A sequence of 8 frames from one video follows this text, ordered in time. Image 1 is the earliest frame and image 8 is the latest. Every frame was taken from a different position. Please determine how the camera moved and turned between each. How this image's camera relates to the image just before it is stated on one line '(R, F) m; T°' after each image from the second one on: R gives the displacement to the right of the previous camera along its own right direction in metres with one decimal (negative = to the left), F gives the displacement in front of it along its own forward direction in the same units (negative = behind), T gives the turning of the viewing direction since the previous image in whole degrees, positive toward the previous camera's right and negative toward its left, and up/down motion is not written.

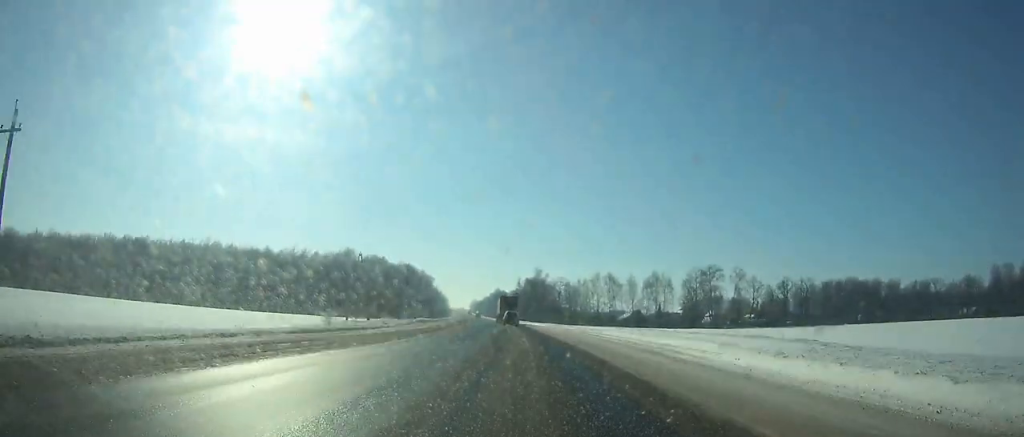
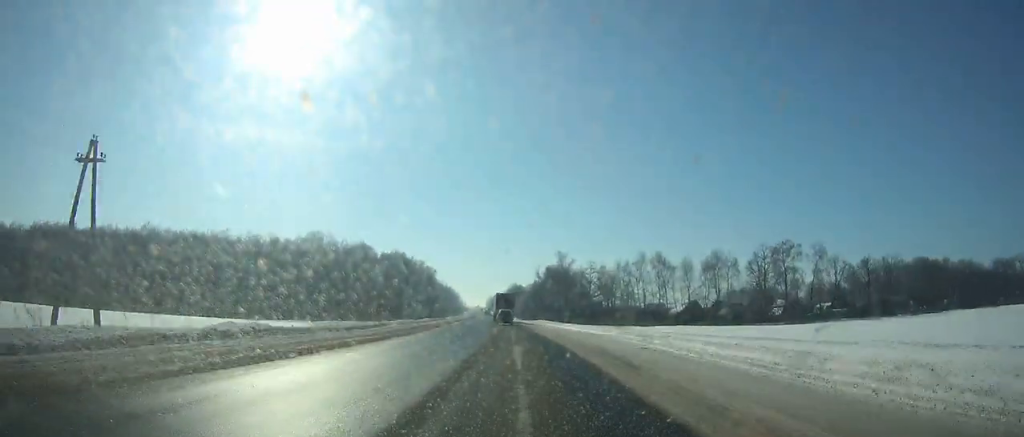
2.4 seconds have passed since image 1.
(-1.0, +47.1) m; -2°
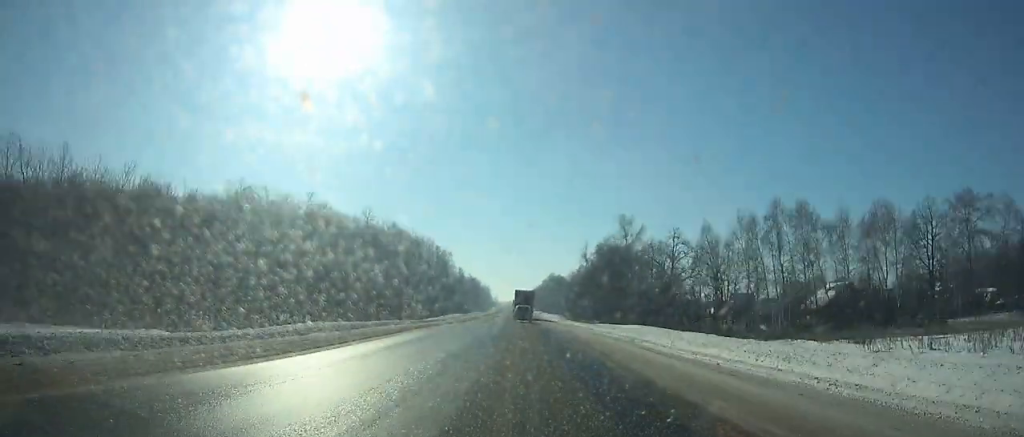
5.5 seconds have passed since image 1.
(-1.4, +60.7) m; -2°
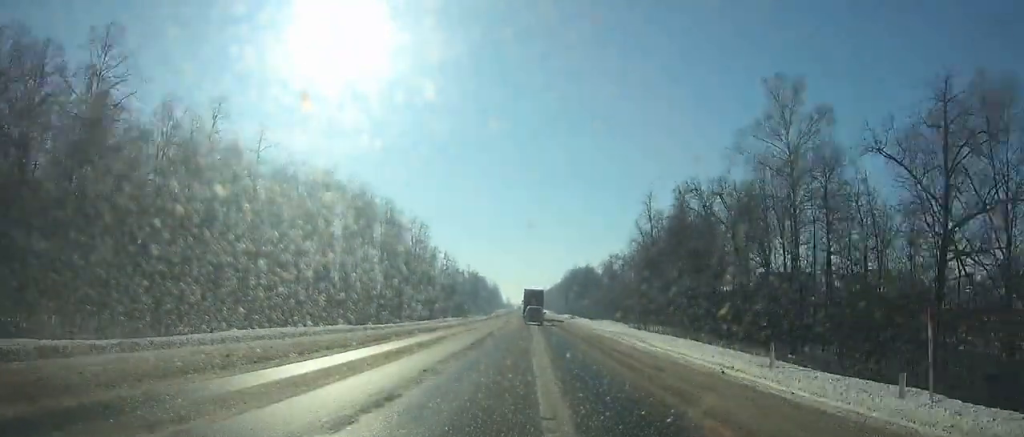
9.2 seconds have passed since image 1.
(-0.9, +73.0) m; -1°
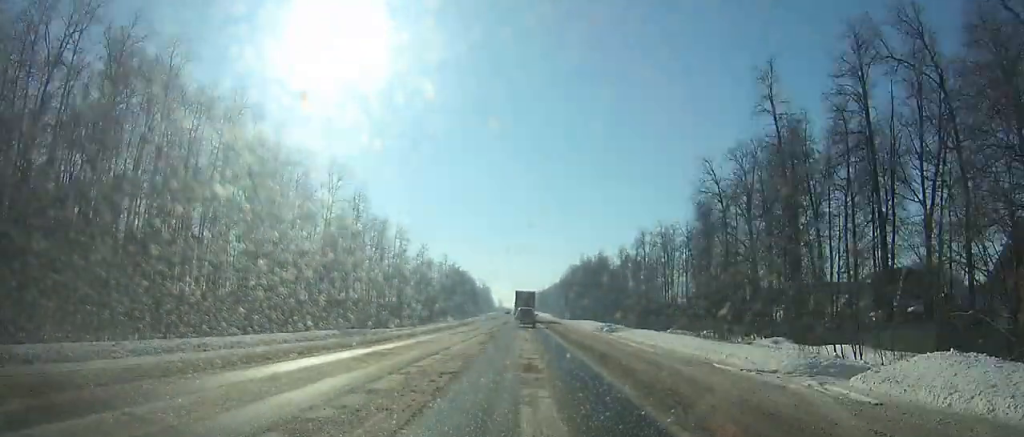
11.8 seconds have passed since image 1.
(-0.2, +51.5) m; 0°
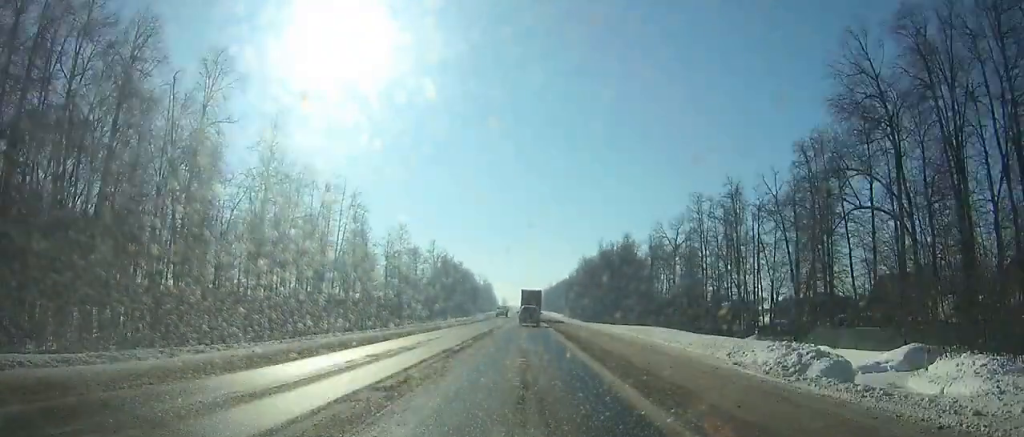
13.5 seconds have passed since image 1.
(0.0, +33.8) m; 0°
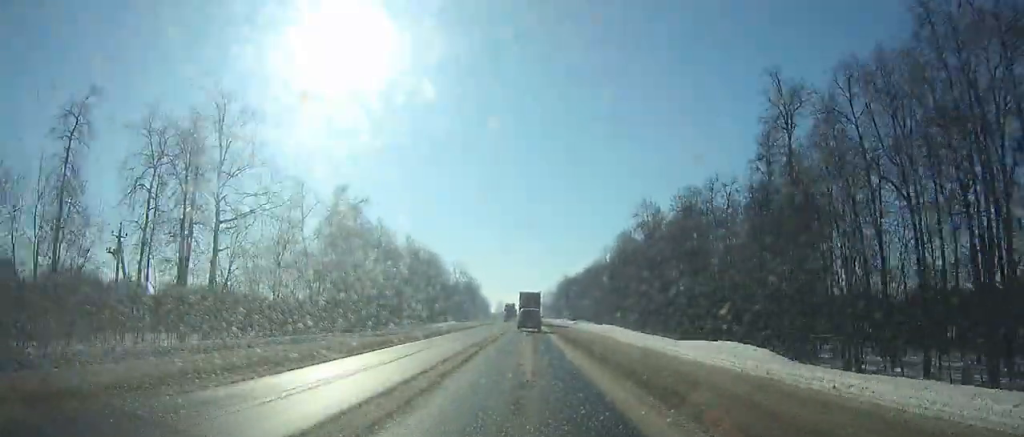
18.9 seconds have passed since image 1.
(-0.1, +107.0) m; -1°
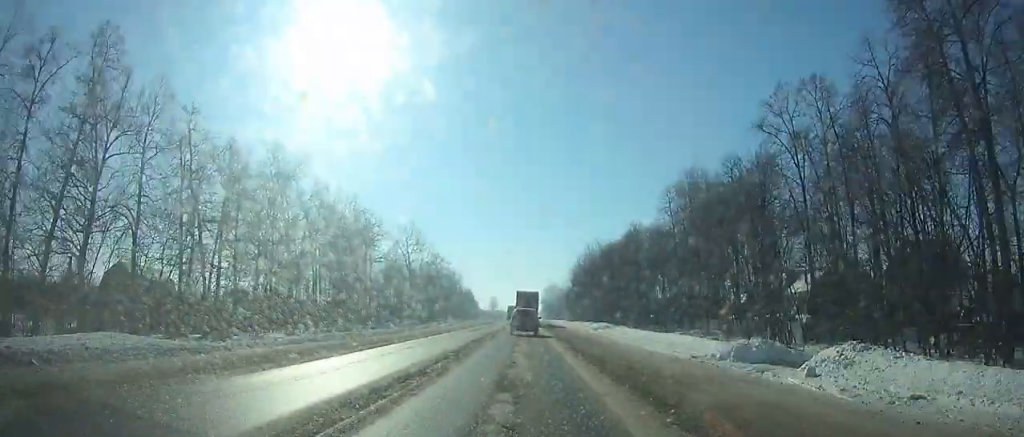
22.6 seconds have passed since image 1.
(-0.5, +72.5) m; -1°
